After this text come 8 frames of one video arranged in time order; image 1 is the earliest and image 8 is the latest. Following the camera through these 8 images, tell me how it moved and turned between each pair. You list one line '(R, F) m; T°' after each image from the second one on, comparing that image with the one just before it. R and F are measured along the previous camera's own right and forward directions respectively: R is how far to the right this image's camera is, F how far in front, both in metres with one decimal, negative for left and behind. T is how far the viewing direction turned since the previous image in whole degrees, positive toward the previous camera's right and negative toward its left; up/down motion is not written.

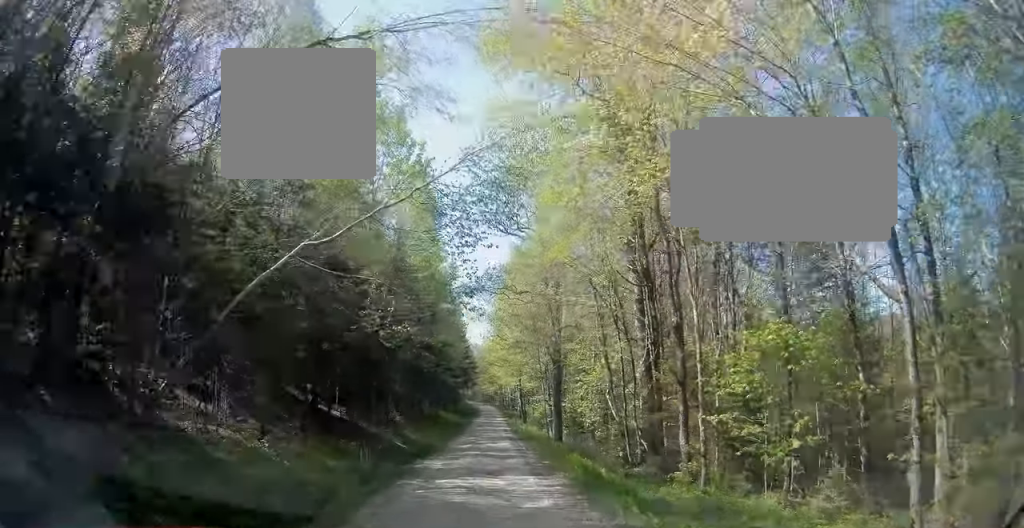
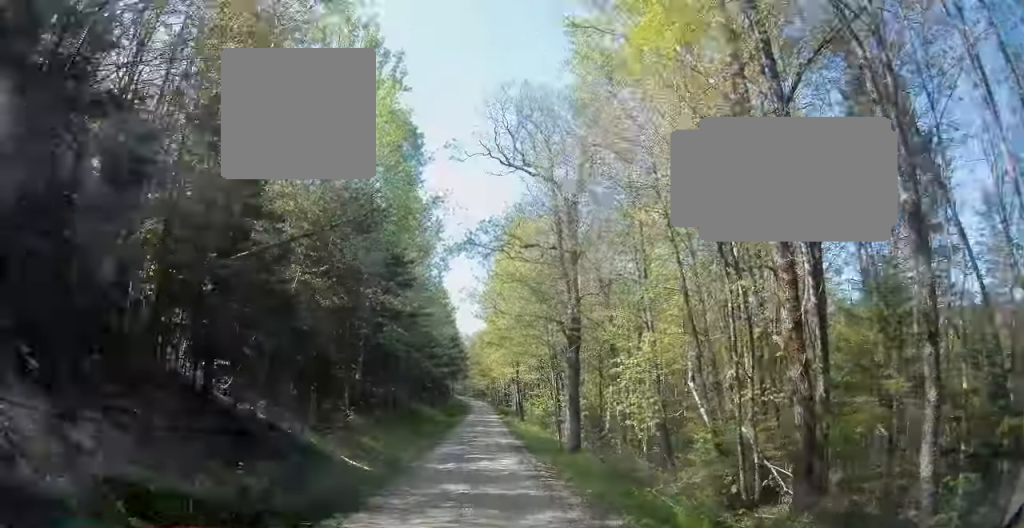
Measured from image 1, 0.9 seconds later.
(+0.1, +10.8) m; +1°
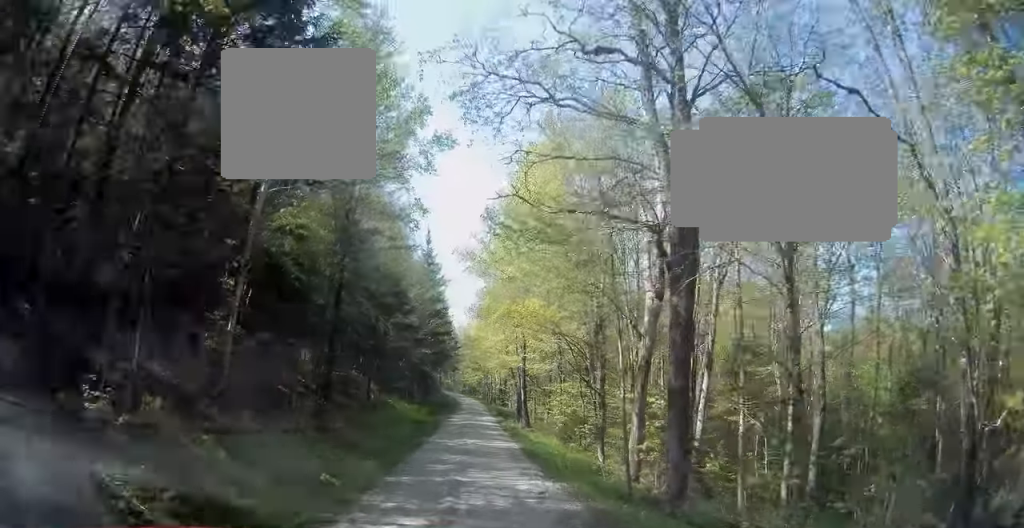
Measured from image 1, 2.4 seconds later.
(+0.3, +16.9) m; 0°
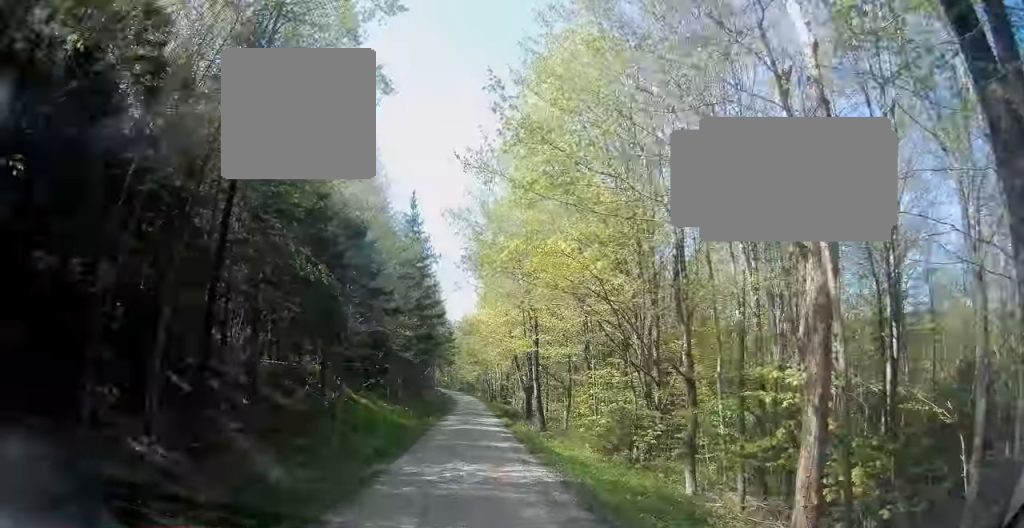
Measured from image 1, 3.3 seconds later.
(-0.2, +10.8) m; 0°
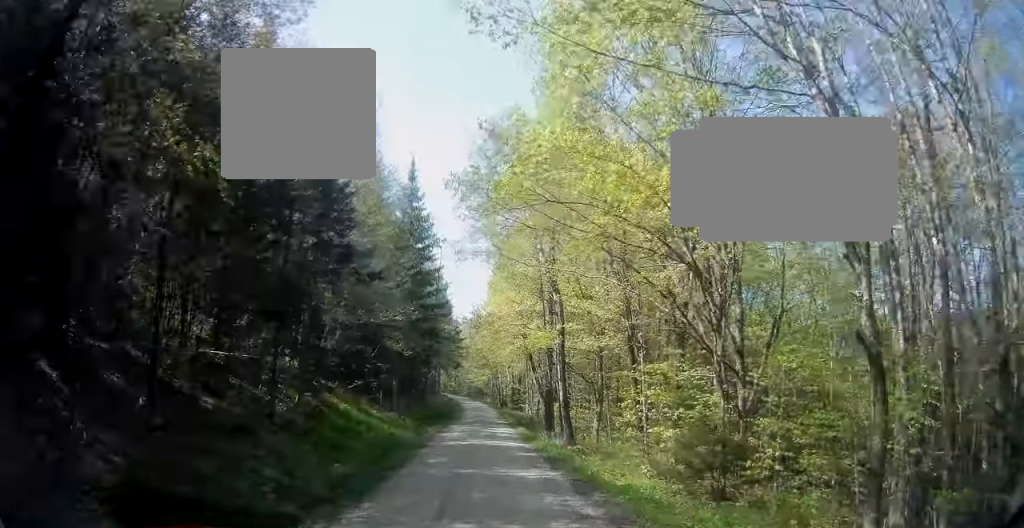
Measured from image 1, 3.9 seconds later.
(+0.2, +7.3) m; 0°
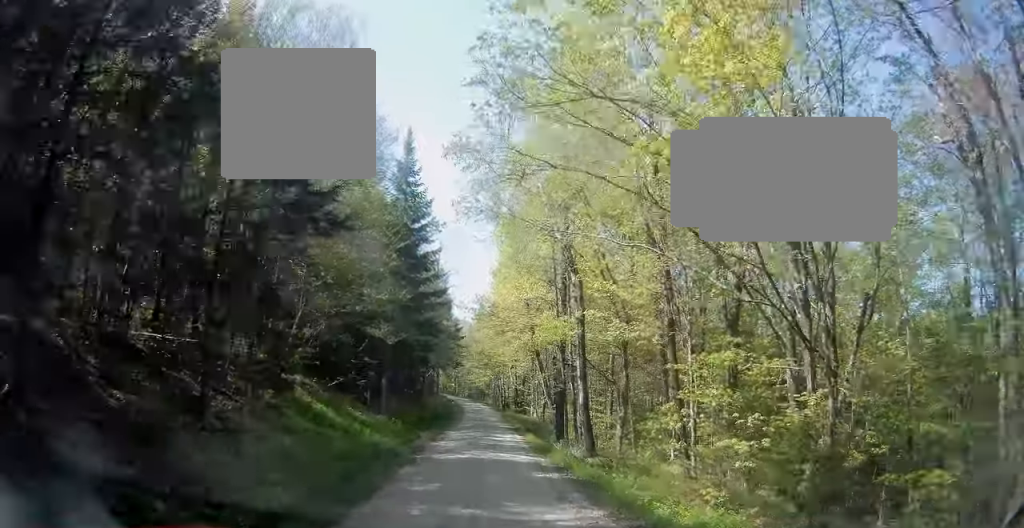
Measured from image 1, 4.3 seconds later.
(+0.1, +4.9) m; 0°
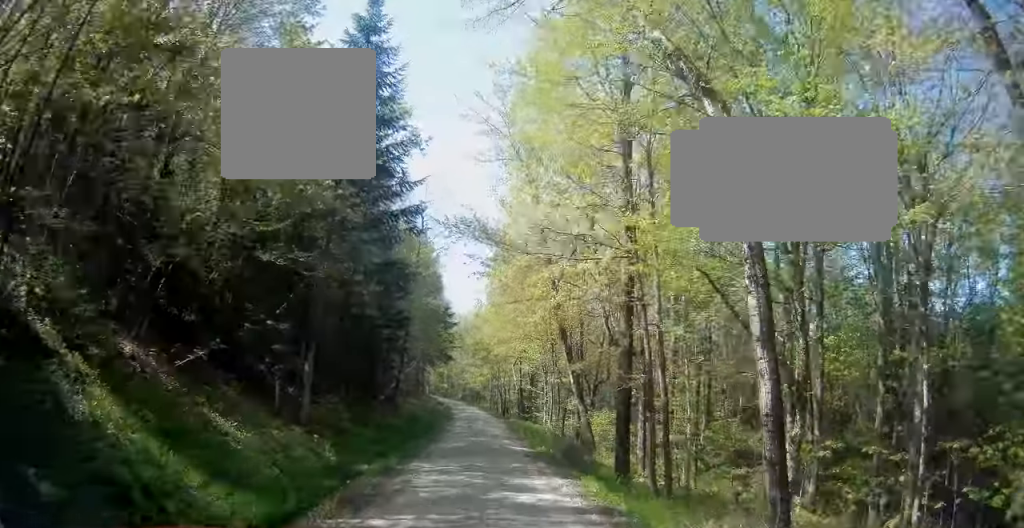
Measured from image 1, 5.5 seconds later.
(-0.1, +15.8) m; 0°
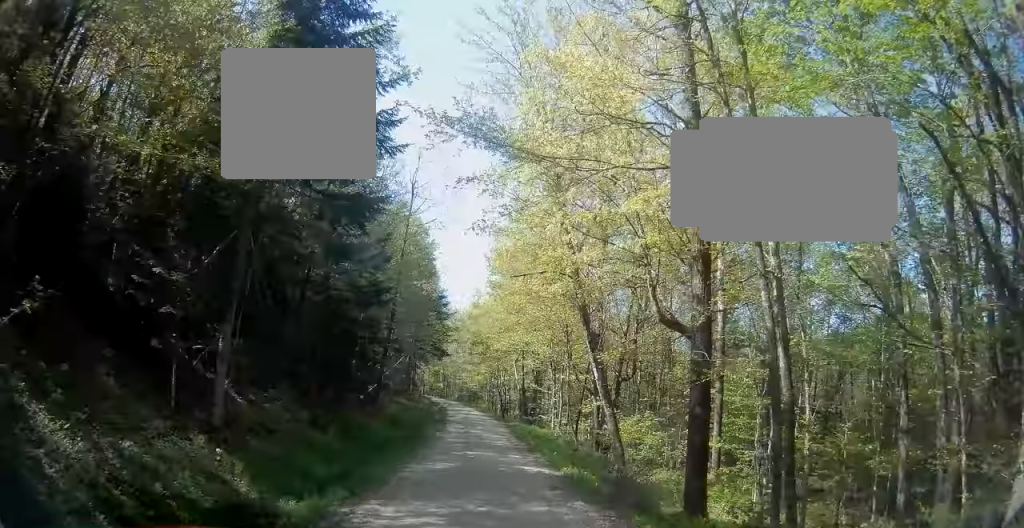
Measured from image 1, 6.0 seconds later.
(+0.2, +7.0) m; 0°
